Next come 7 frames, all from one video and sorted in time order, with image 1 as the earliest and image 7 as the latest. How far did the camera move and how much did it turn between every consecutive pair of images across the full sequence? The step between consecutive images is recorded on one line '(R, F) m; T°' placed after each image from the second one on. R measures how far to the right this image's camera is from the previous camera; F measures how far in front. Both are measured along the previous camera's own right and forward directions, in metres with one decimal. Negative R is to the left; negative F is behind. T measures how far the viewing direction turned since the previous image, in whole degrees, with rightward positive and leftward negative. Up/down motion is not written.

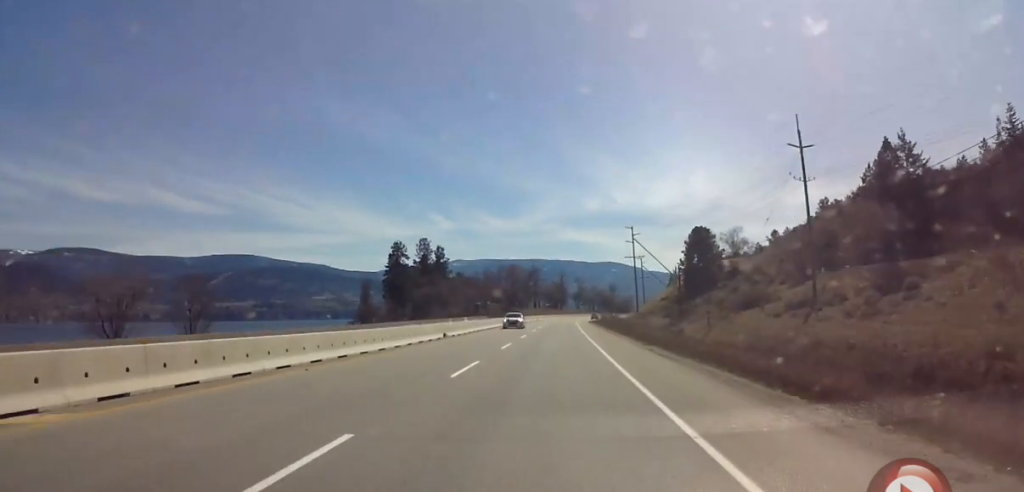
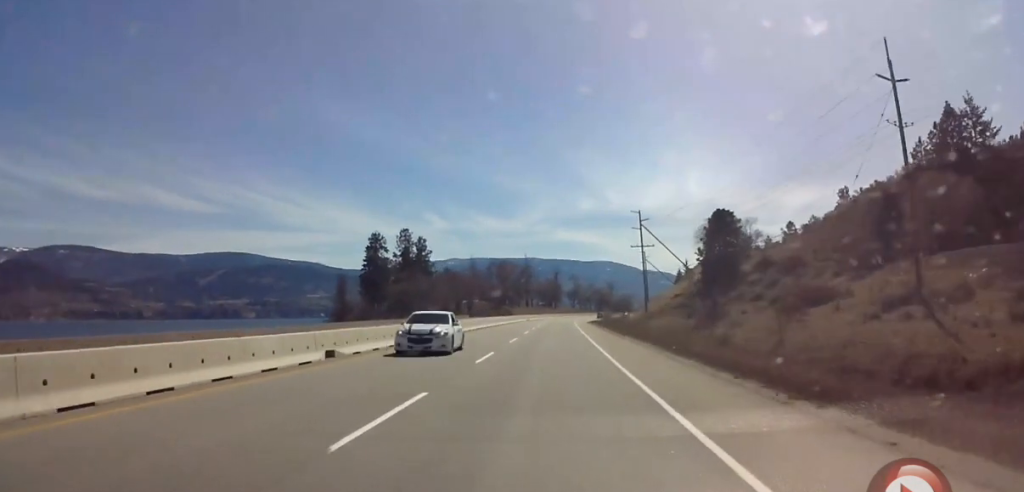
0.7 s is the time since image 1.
(+0.6, +21.0) m; +2°
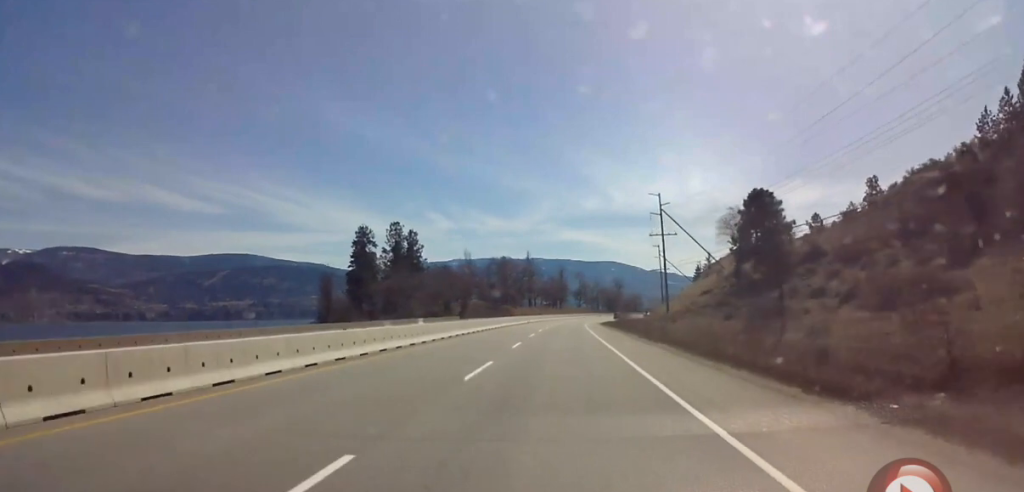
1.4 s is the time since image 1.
(0.0, +18.7) m; 0°
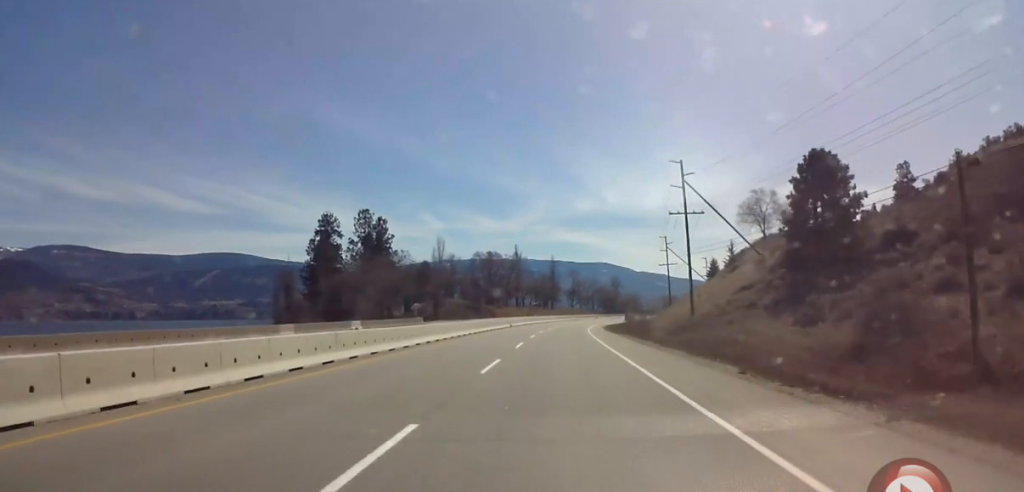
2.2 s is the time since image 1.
(+0.1, +24.3) m; +1°
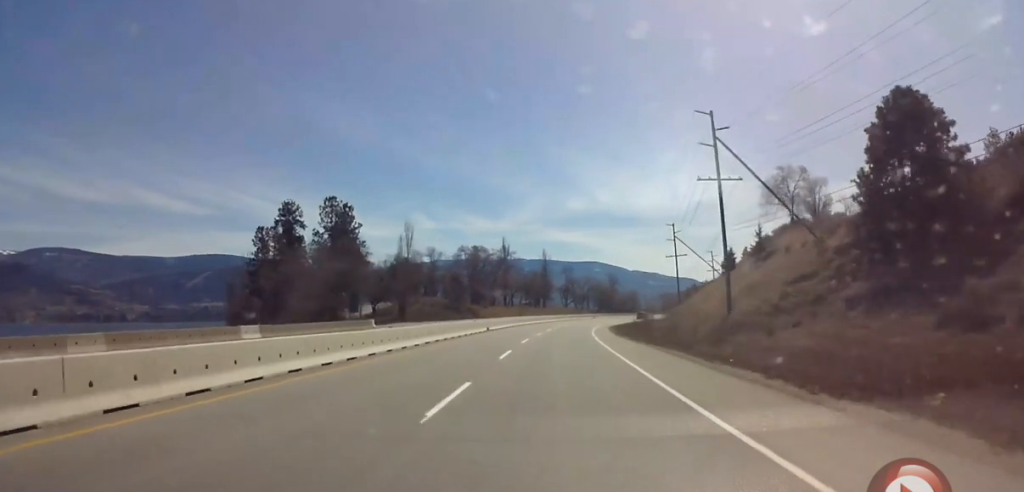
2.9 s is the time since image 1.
(+0.1, +19.4) m; +1°
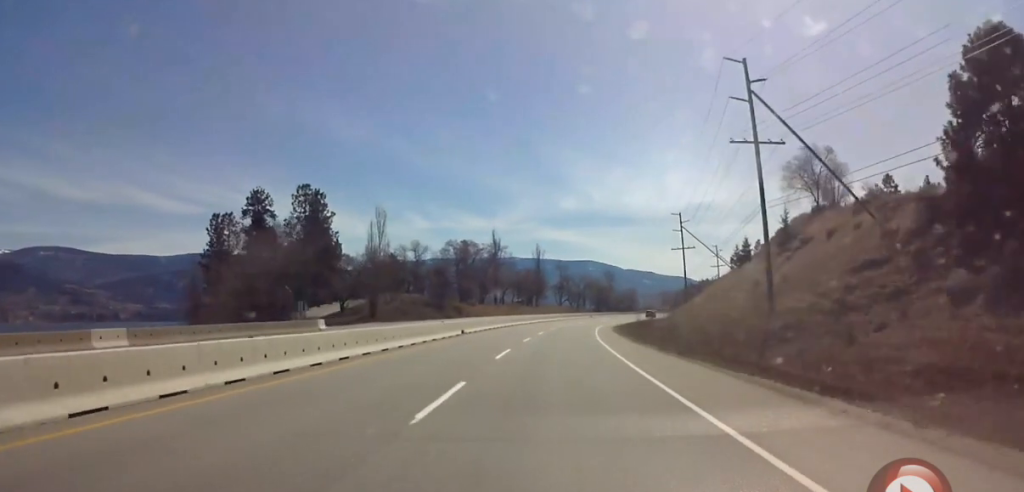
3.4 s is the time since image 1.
(+0.1, +13.5) m; +1°
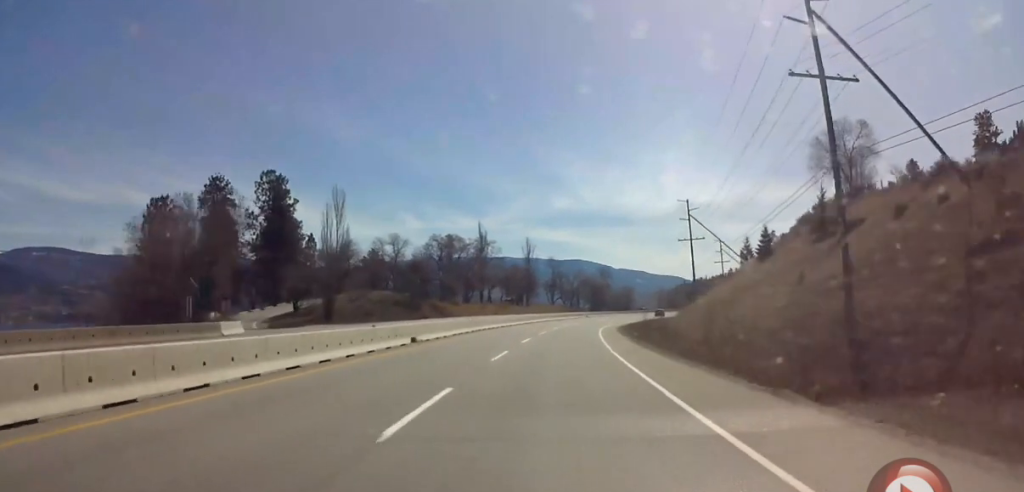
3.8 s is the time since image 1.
(0.0, +13.5) m; +1°
